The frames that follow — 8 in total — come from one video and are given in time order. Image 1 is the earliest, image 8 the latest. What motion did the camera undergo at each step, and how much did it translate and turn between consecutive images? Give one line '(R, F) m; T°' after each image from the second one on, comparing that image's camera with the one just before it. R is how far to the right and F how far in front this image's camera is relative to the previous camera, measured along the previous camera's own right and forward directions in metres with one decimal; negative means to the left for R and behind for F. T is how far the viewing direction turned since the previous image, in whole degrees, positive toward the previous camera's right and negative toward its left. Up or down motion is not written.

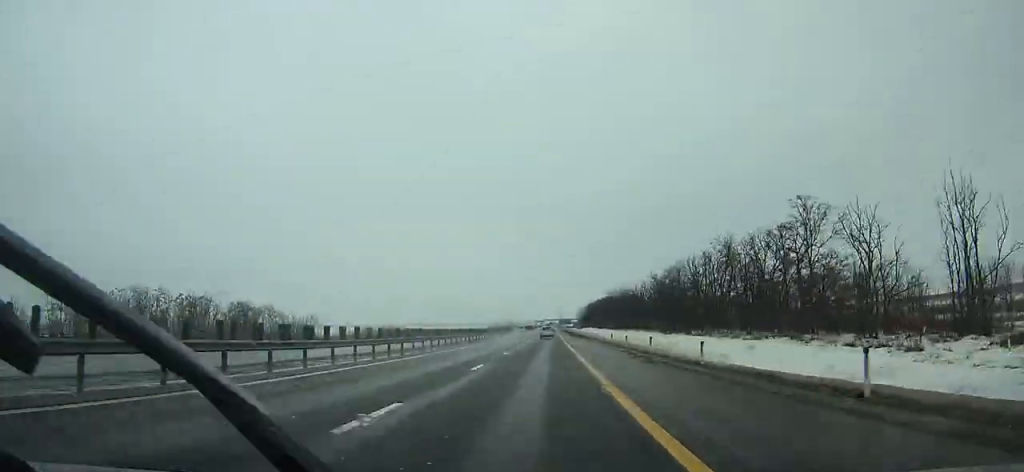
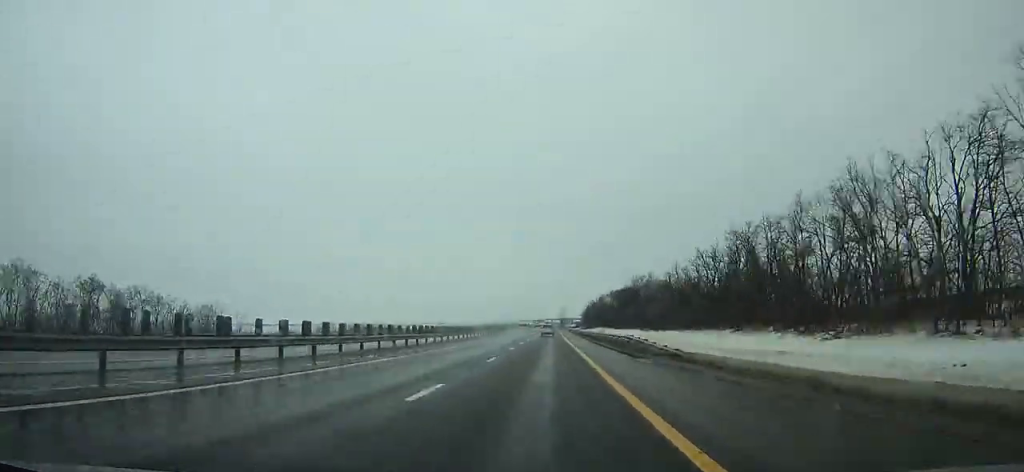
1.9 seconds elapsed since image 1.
(-0.4, +54.6) m; 0°
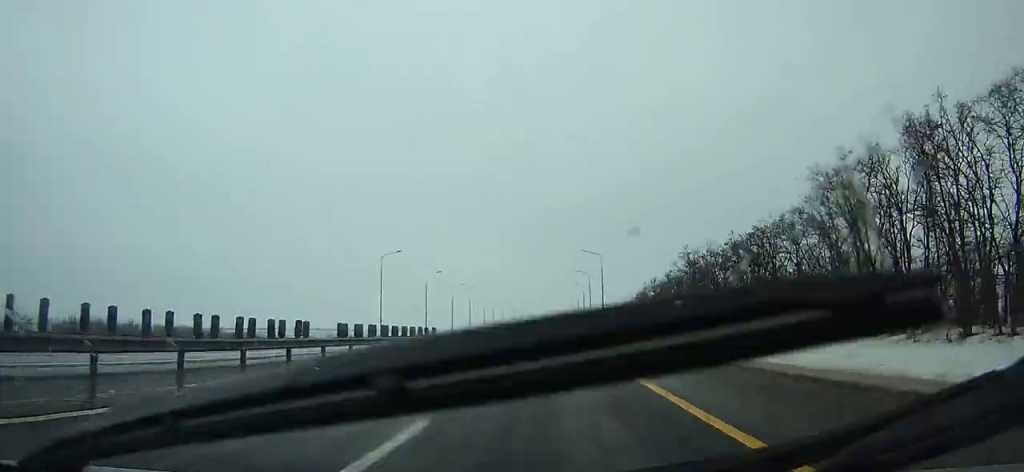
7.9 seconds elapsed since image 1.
(+3.5, +169.5) m; +1°
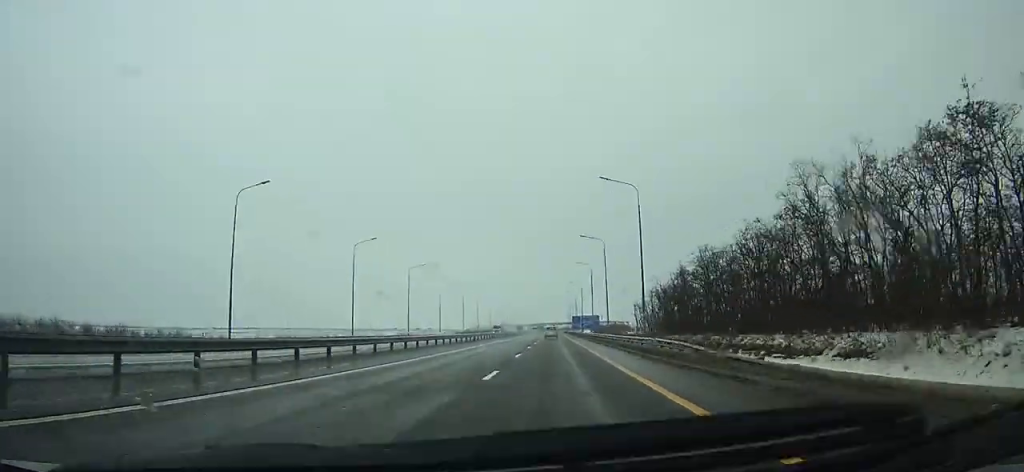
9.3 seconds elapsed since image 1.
(-0.1, +38.7) m; 0°
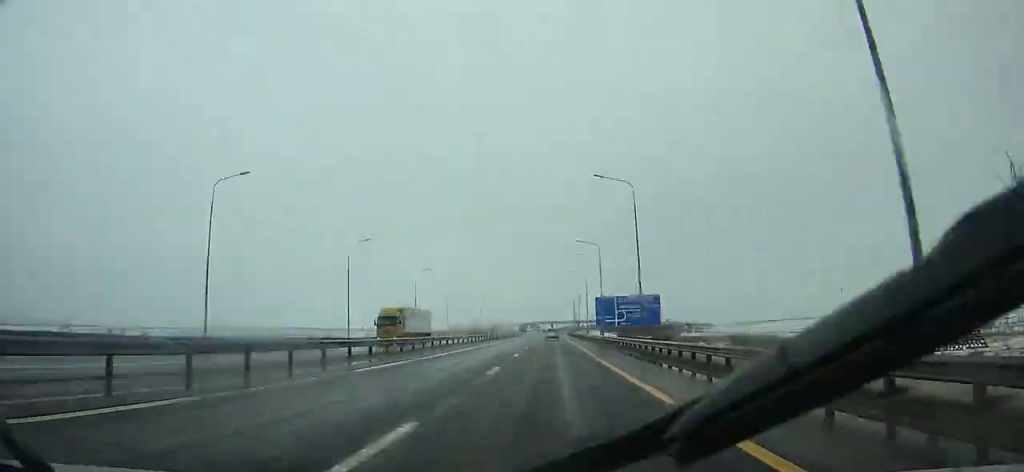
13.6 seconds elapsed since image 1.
(+0.5, +116.2) m; 0°
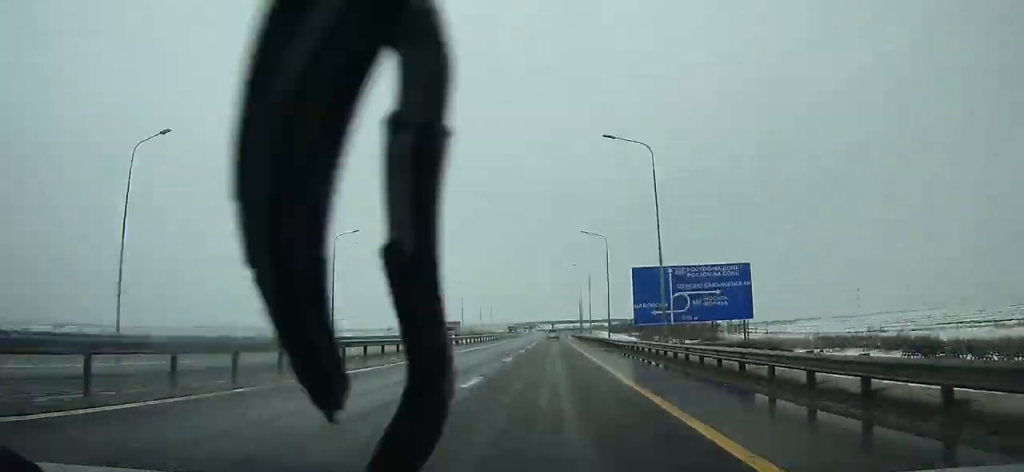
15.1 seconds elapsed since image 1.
(-0.4, +39.9) m; 0°
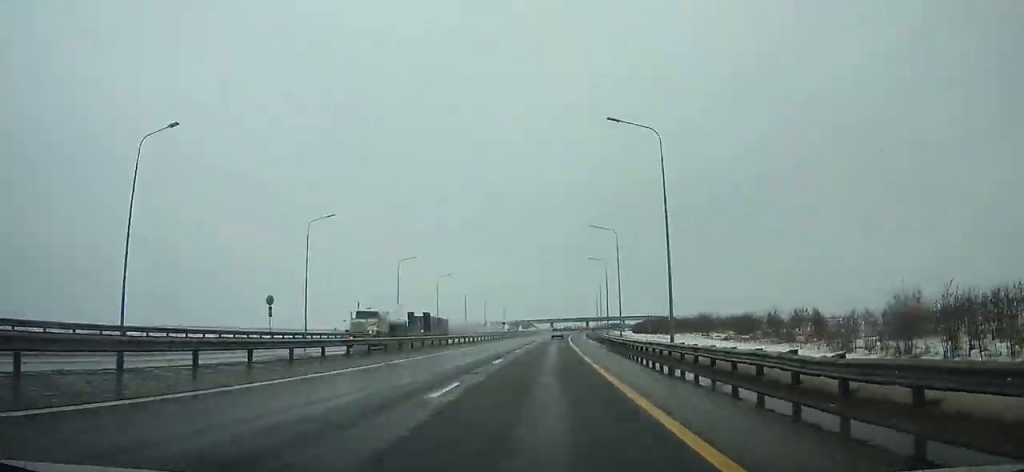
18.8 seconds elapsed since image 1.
(-0.1, +98.6) m; +1°
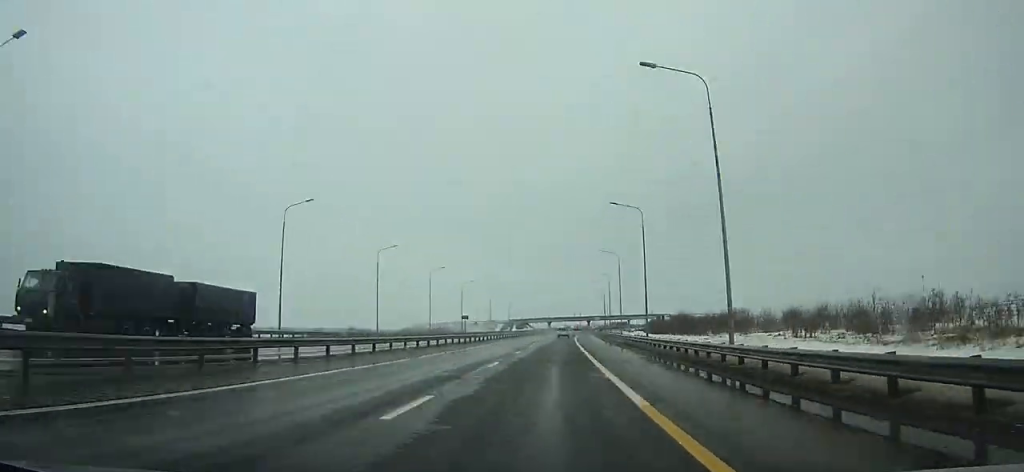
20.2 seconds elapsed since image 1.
(+0.5, +37.8) m; +1°
